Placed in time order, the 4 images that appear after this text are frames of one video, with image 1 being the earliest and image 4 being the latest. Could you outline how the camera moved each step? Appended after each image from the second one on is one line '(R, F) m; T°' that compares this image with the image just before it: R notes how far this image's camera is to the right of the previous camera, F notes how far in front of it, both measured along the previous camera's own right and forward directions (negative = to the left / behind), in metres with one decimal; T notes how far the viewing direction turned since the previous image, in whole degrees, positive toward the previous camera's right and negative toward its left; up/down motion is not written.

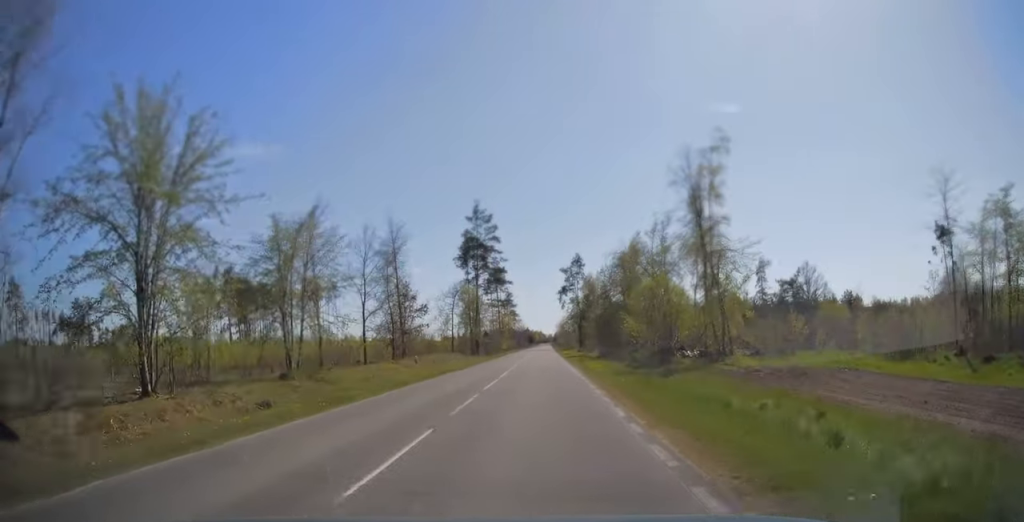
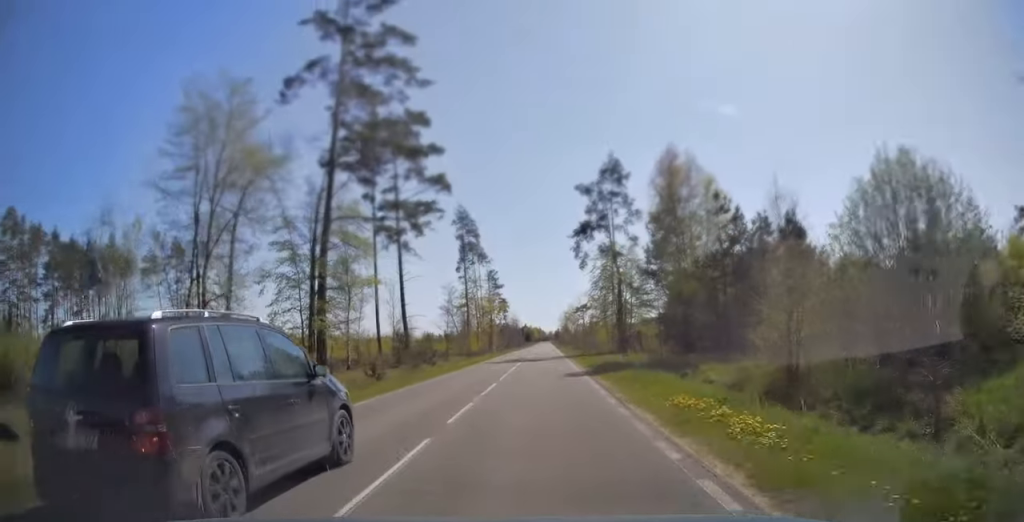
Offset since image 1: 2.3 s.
(-0.3, +60.3) m; 0°
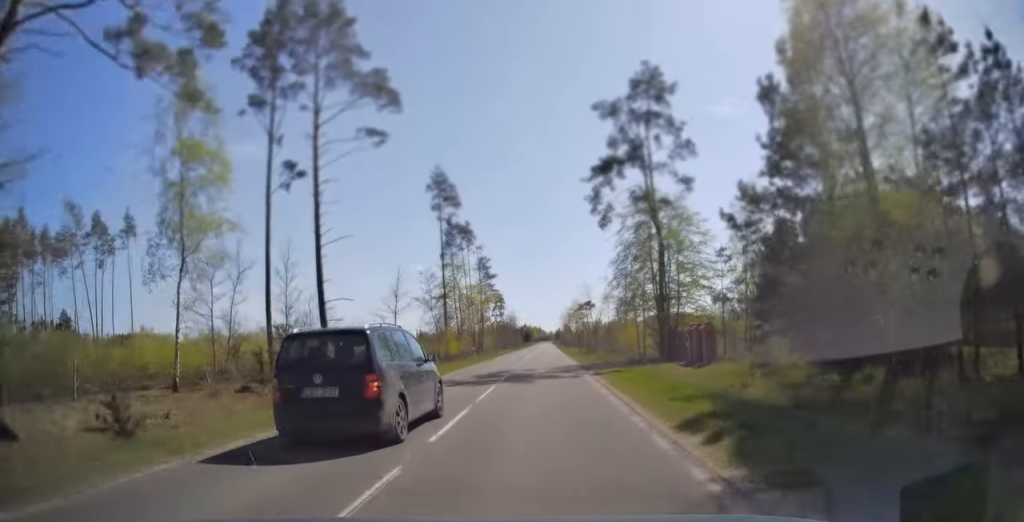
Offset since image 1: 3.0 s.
(0.0, +19.5) m; 0°
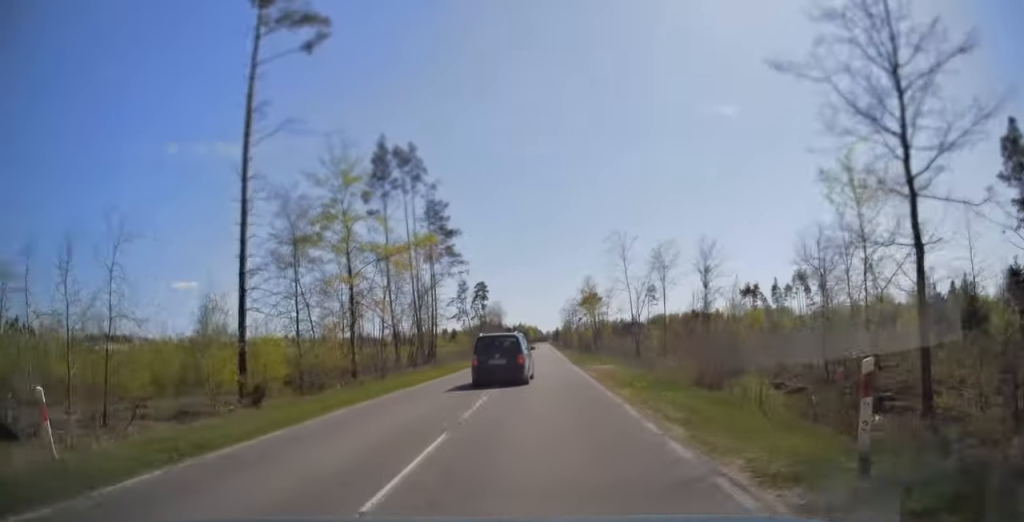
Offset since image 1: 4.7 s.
(+0.1, +44.7) m; 0°
